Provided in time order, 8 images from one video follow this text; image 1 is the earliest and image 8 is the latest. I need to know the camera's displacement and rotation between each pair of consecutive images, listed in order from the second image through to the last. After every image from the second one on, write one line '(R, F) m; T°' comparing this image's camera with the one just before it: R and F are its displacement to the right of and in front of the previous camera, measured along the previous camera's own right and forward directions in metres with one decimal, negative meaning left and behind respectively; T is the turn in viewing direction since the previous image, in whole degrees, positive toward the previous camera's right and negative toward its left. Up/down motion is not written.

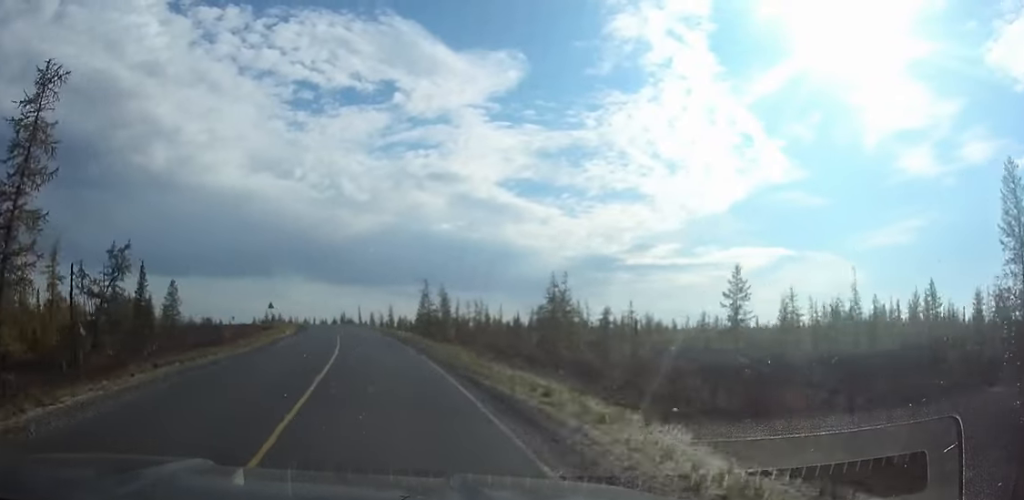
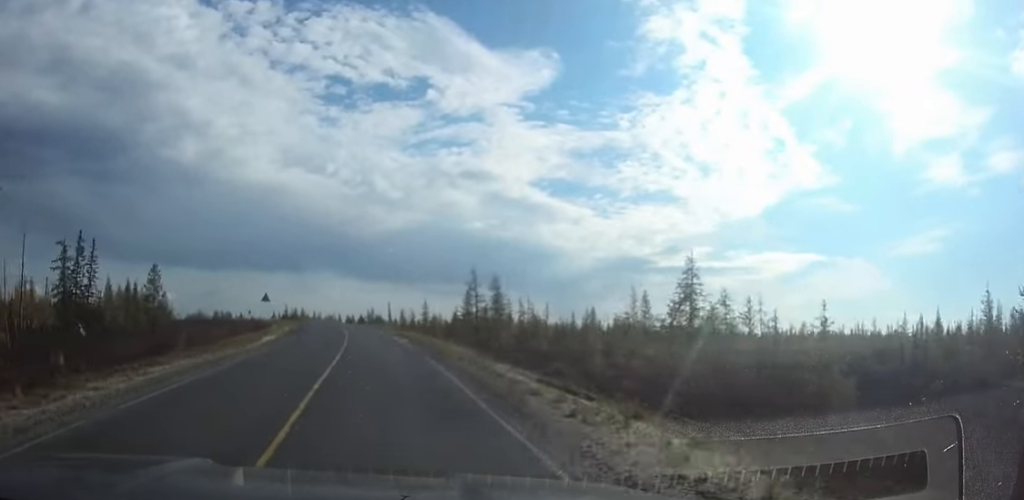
(-0.4, +18.4) m; -3°
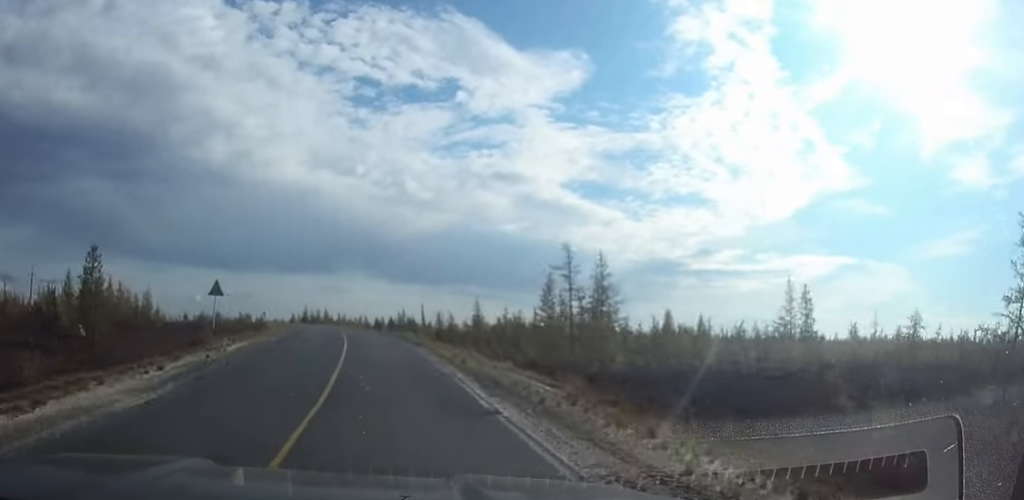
(-0.6, +22.7) m; -3°
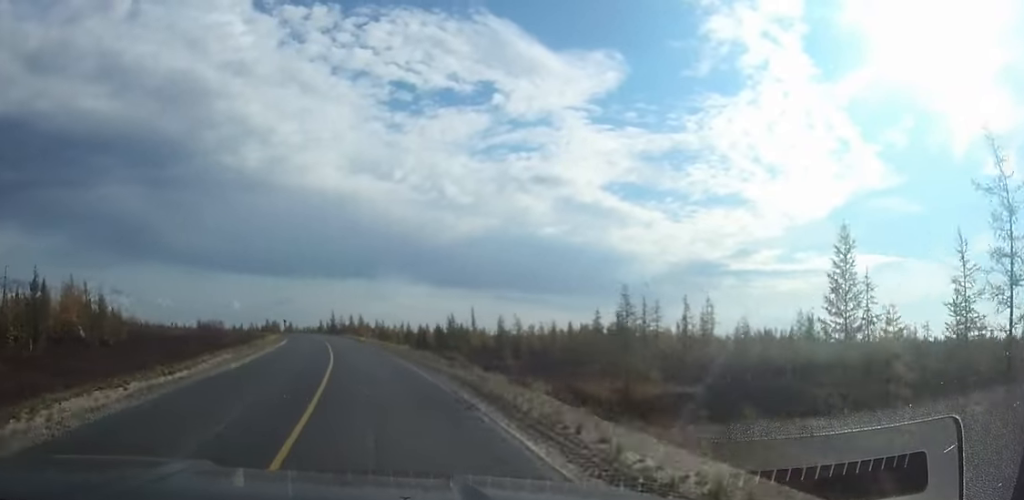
(-0.9, +29.3) m; -4°
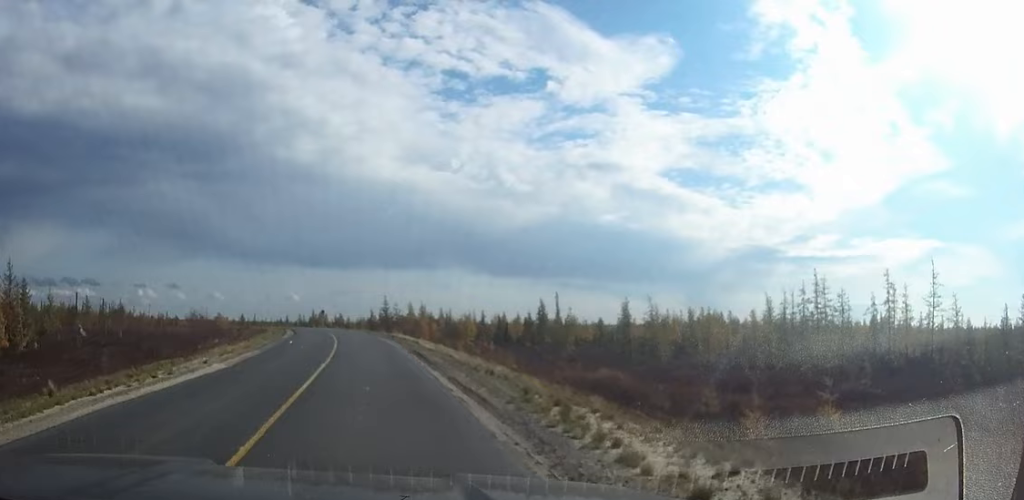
(-1.5, +32.7) m; -5°
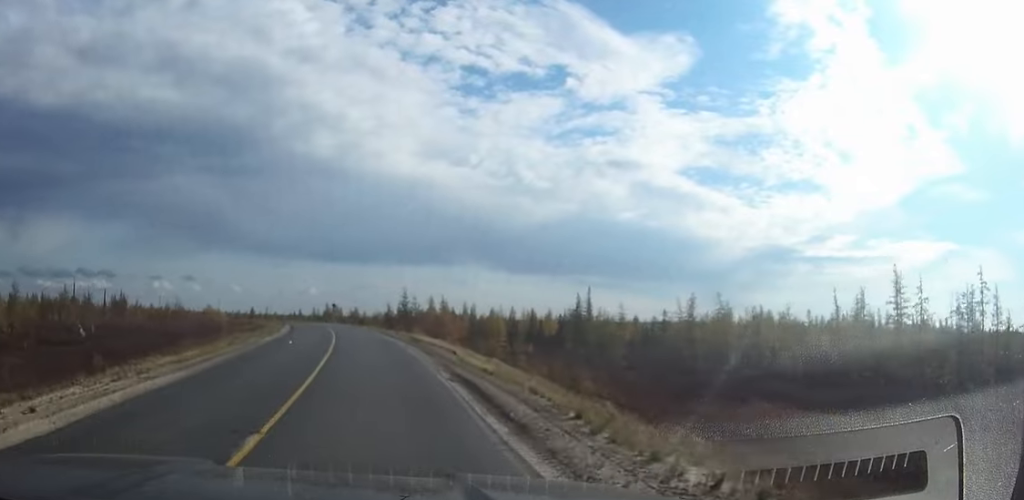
(-0.1, +11.5) m; -2°
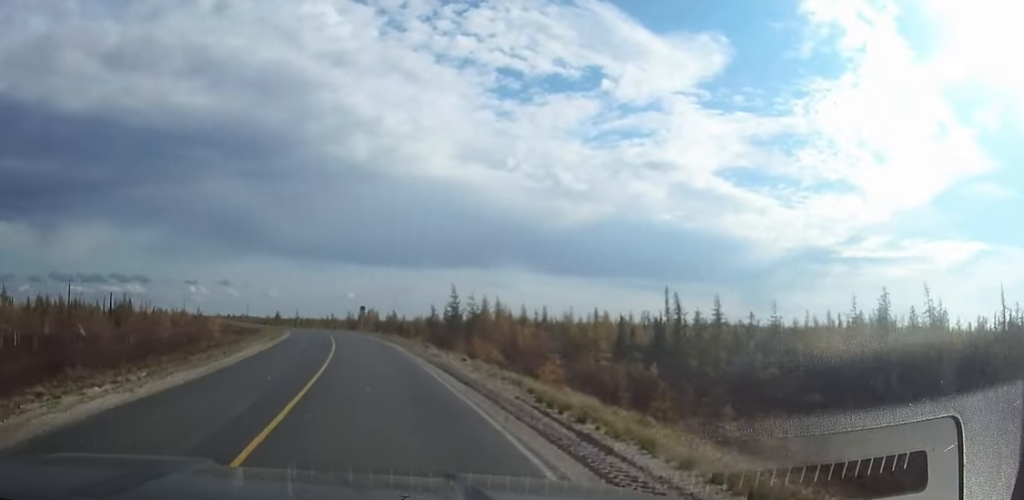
(-0.7, +23.7) m; -3°
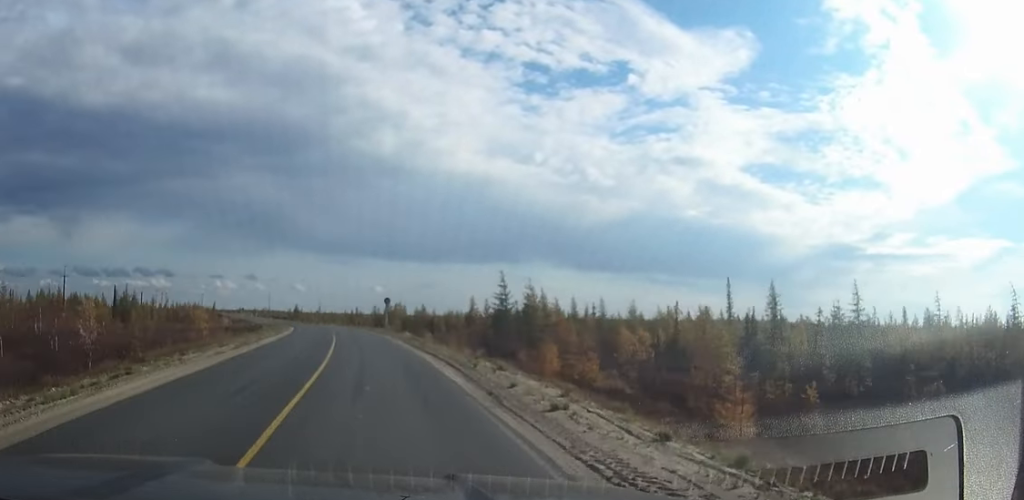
(-0.3, +15.0) m; -2°
